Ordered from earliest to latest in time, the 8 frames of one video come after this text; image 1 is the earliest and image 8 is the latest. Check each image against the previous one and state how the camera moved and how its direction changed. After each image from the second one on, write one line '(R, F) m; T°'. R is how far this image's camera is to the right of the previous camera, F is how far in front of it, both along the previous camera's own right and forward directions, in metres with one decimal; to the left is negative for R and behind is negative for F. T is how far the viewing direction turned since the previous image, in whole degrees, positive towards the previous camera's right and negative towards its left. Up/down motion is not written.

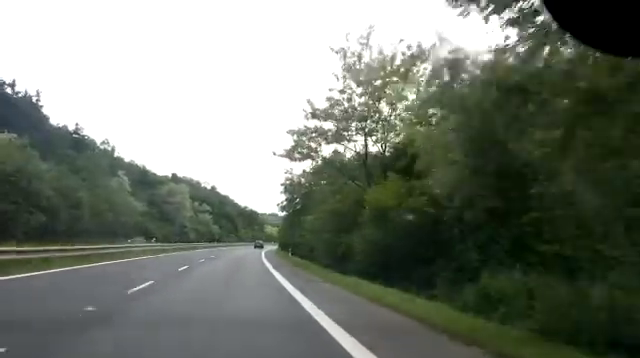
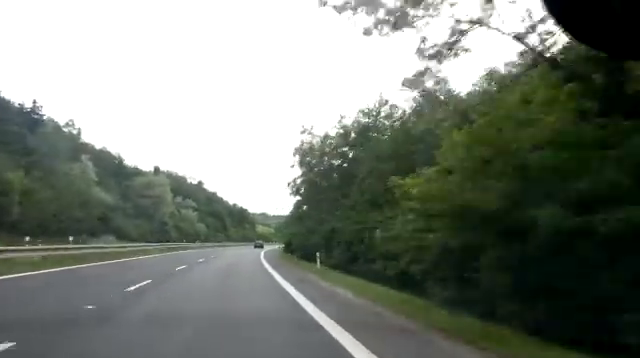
(+0.1, +17.7) m; +1°
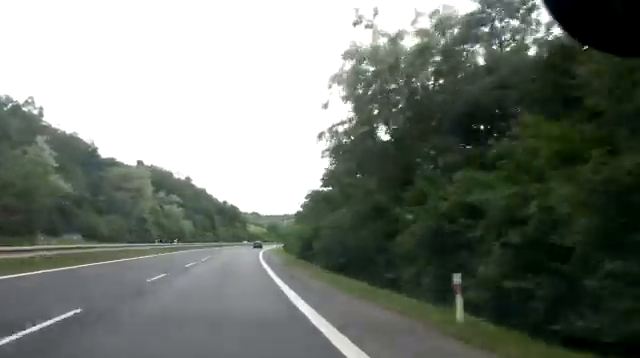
(+0.2, +15.1) m; +1°
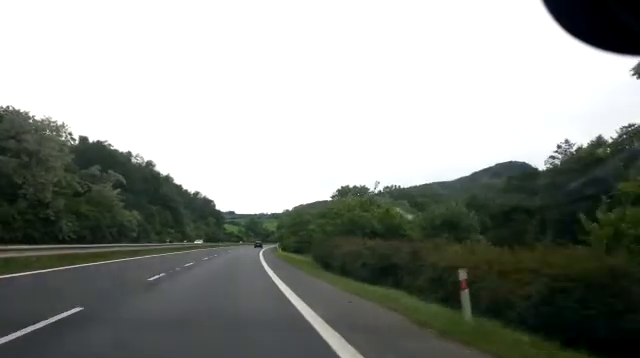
(+1.3, +44.3) m; +3°
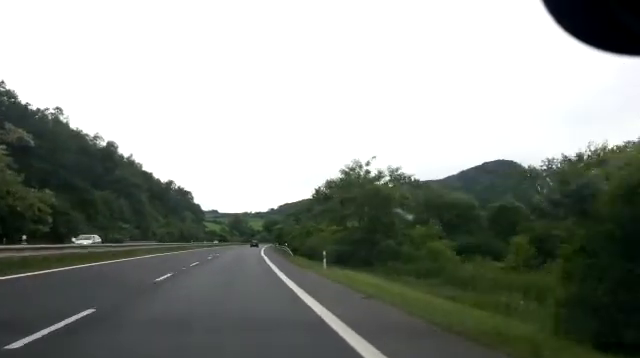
(+0.7, +36.3) m; +1°
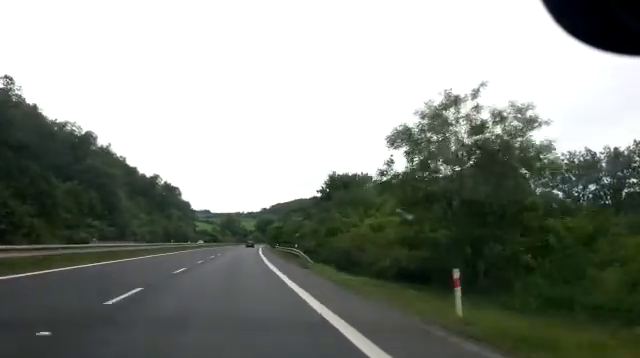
(0.0, +14.3) m; 0°
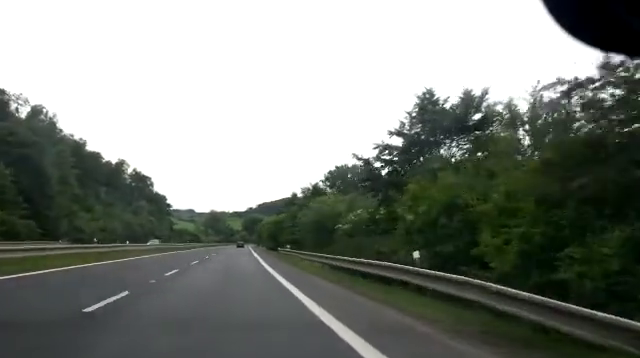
(+0.3, +27.6) m; +2°
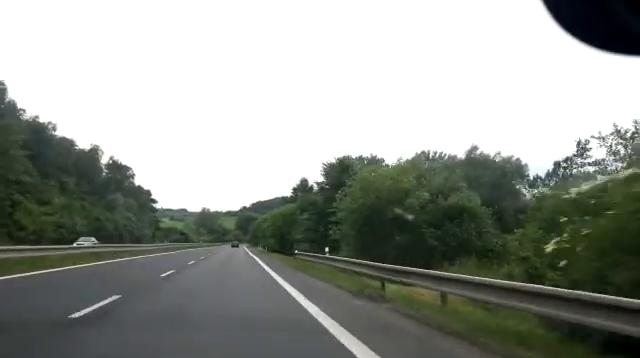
(+0.5, +18.3) m; +1°
